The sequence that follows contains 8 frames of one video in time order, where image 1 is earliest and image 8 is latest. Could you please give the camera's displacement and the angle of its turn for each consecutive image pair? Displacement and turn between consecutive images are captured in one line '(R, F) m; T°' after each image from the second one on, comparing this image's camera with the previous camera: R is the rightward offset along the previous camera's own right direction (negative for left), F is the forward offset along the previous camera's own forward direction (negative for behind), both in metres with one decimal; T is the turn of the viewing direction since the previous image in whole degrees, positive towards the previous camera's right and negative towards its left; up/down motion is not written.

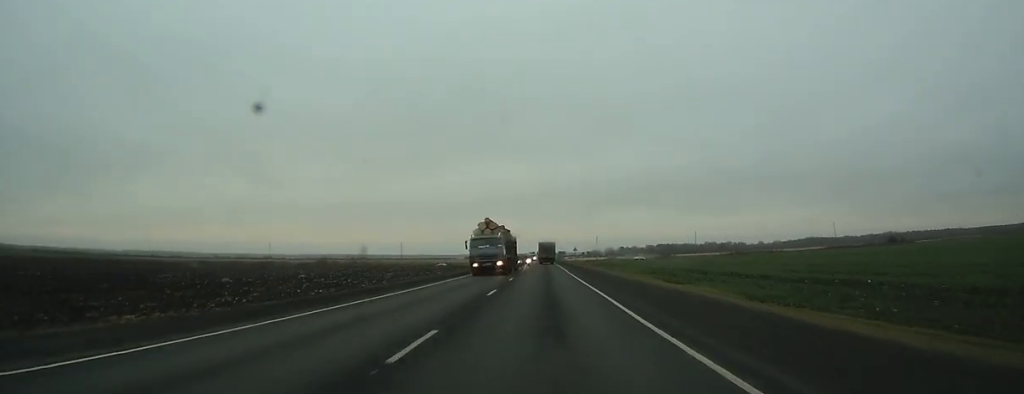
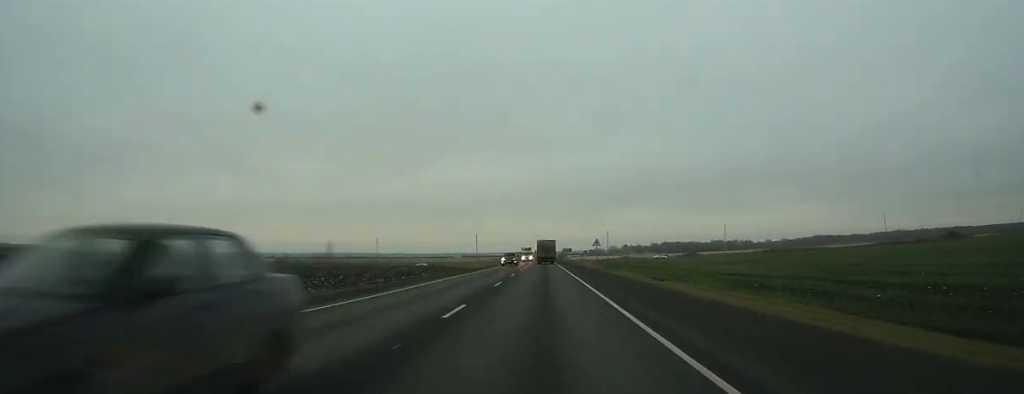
(+0.1, +45.4) m; 0°
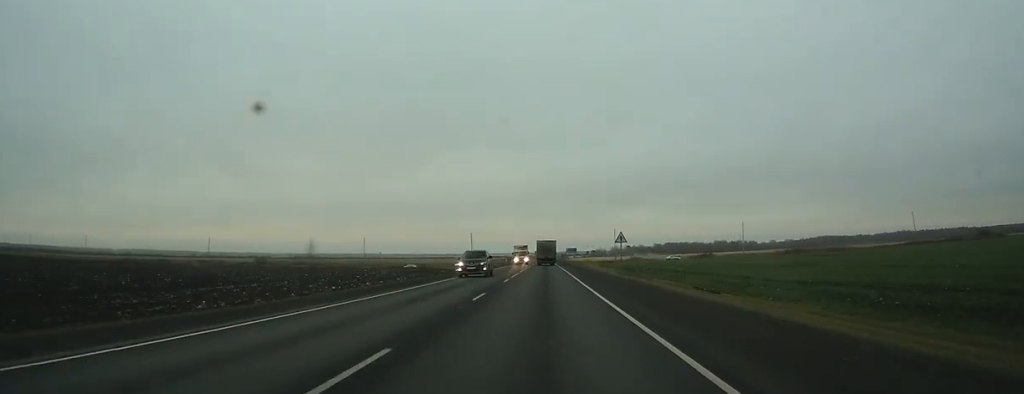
(-0.2, +20.1) m; 0°
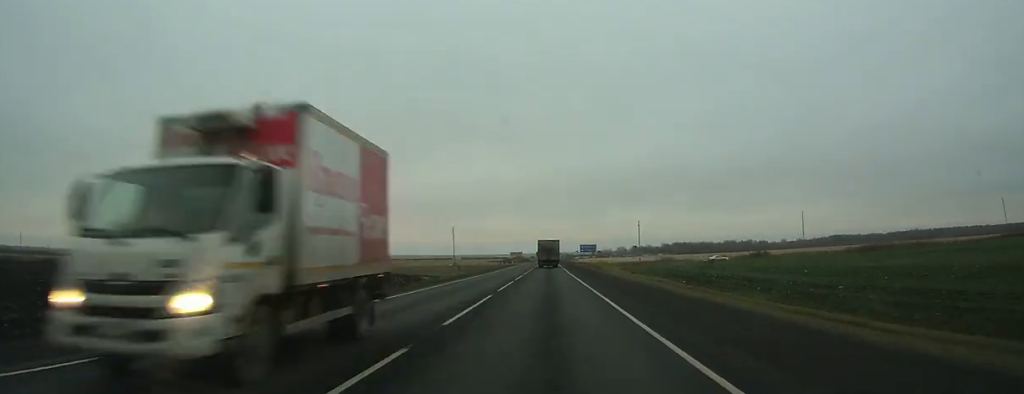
(-0.3, +49.5) m; 0°
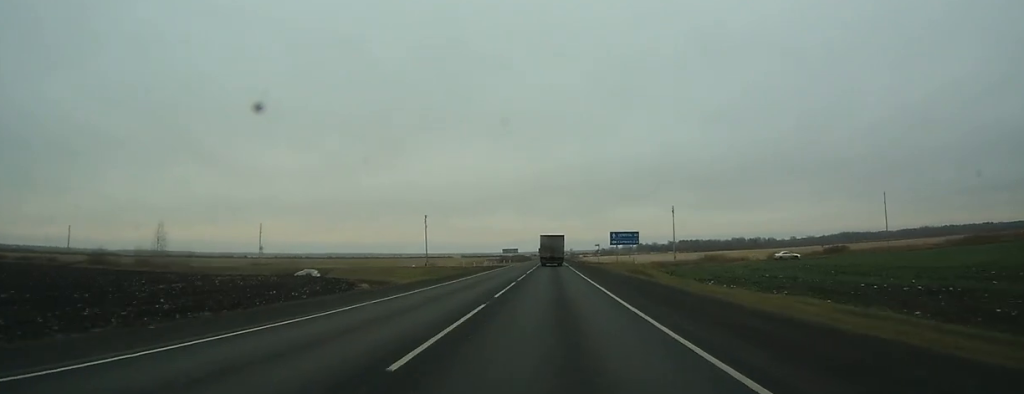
(-0.1, +39.9) m; 0°
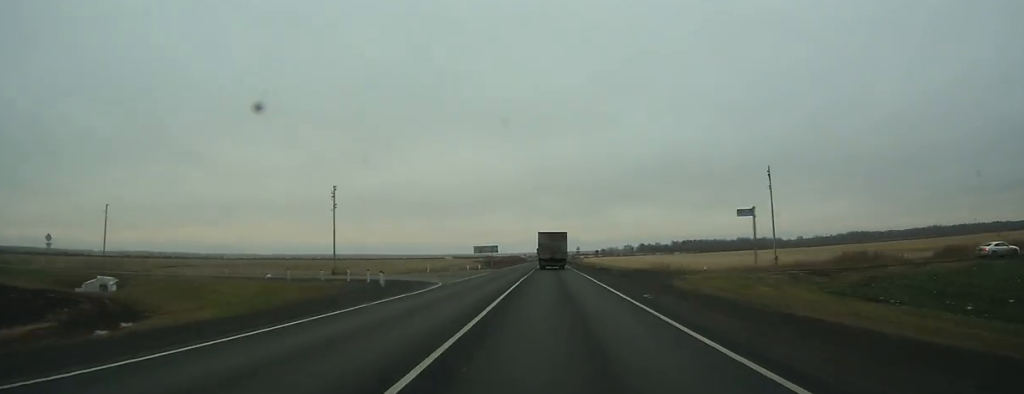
(+0.1, +48.9) m; 0°
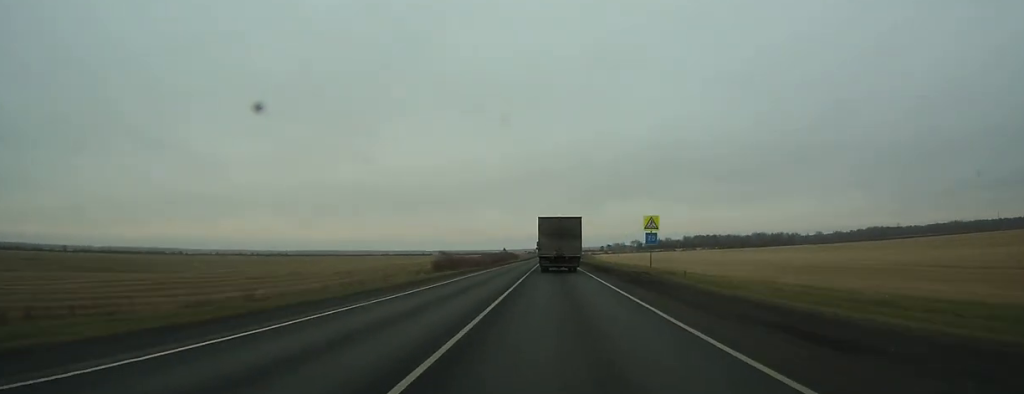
(+0.6, +83.1) m; 0°
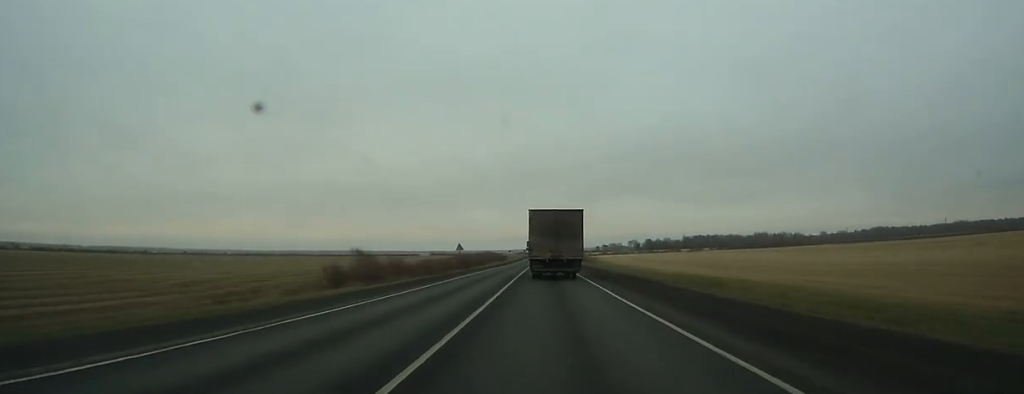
(0.0, +46.2) m; 0°
